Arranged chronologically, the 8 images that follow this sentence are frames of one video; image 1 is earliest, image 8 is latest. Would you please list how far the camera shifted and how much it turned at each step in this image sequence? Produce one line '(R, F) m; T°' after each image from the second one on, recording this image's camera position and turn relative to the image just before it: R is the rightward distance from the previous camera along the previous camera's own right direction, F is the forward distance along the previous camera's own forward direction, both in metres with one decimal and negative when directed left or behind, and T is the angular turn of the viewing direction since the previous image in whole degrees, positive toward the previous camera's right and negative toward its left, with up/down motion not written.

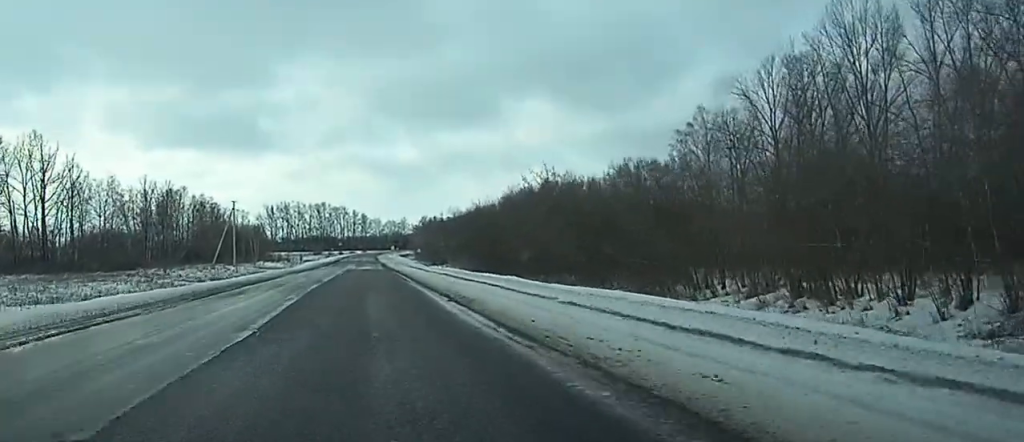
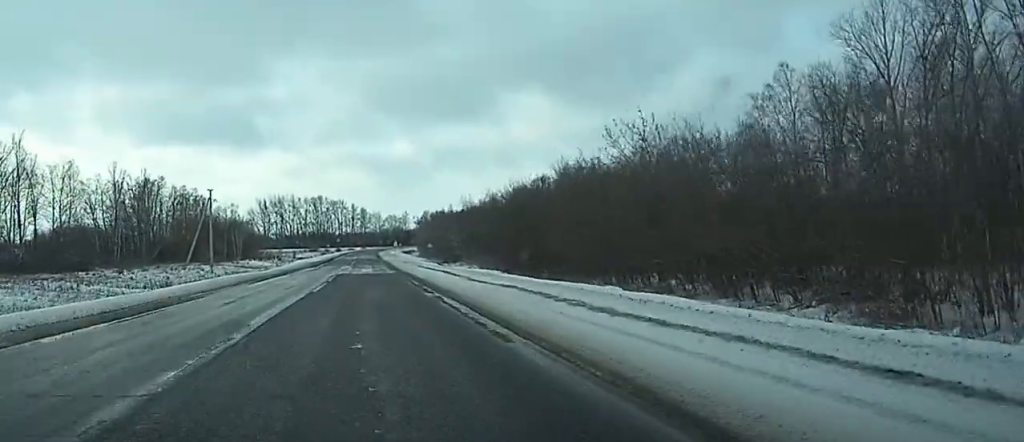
(-0.1, +27.3) m; -1°
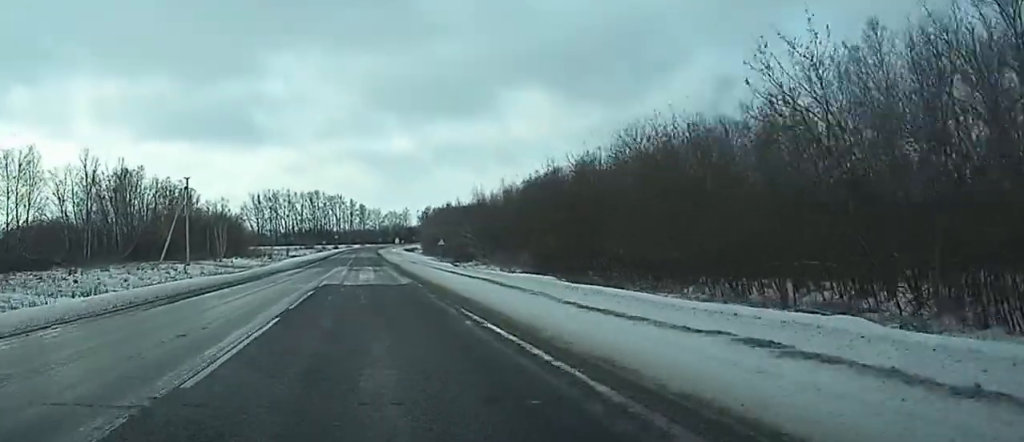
(0.0, +20.2) m; -1°
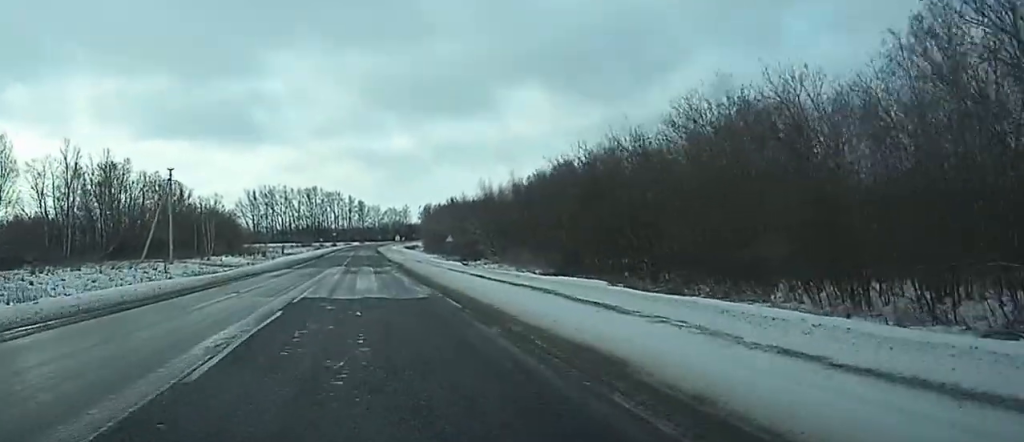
(-0.3, +11.4) m; +1°
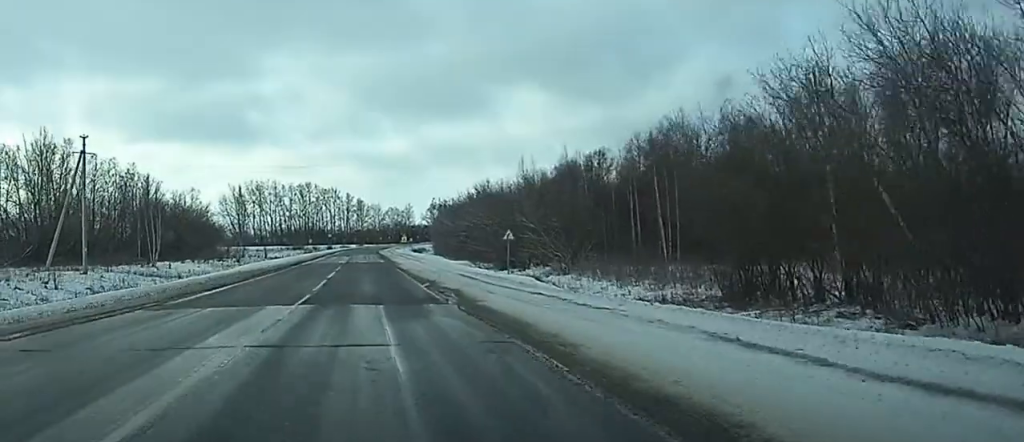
(+1.3, +38.9) m; +3°
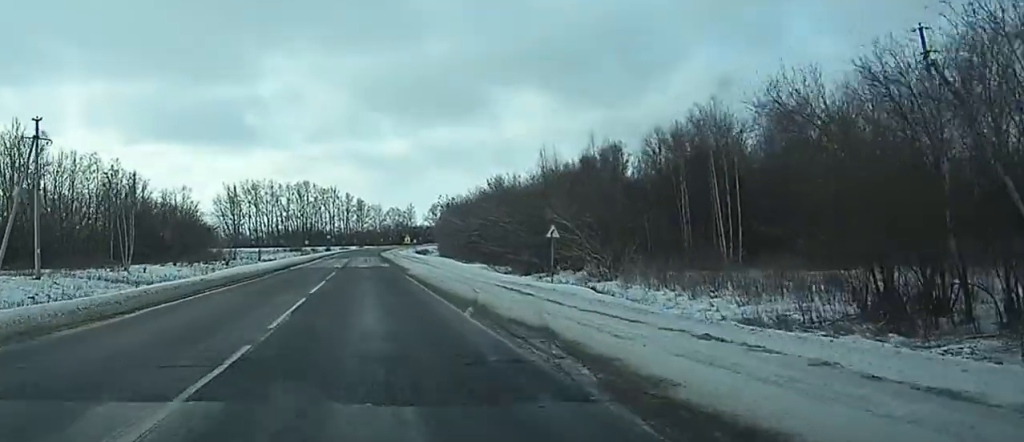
(-0.2, +12.9) m; -1°
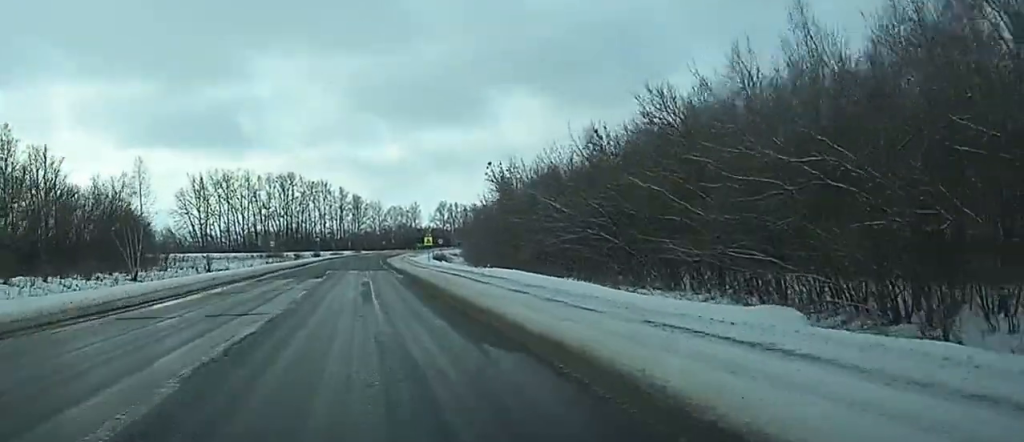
(-0.5, +58.1) m; -2°
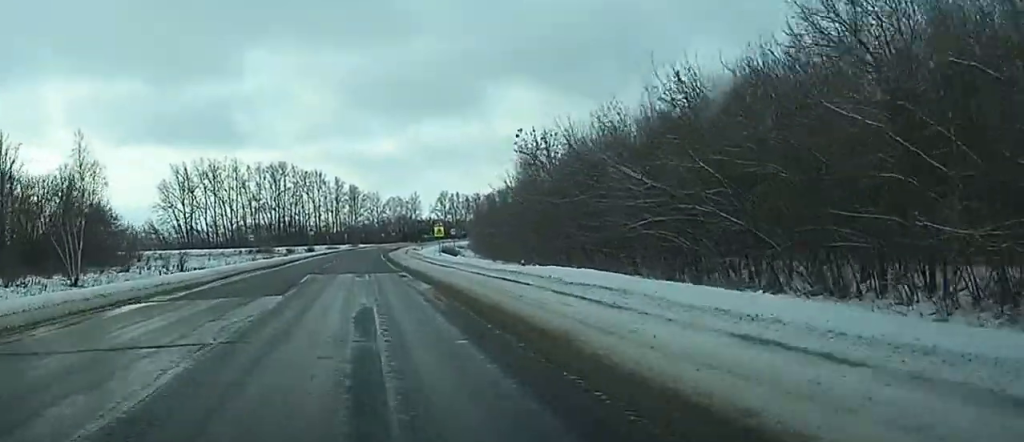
(-0.3, +18.2) m; 0°
